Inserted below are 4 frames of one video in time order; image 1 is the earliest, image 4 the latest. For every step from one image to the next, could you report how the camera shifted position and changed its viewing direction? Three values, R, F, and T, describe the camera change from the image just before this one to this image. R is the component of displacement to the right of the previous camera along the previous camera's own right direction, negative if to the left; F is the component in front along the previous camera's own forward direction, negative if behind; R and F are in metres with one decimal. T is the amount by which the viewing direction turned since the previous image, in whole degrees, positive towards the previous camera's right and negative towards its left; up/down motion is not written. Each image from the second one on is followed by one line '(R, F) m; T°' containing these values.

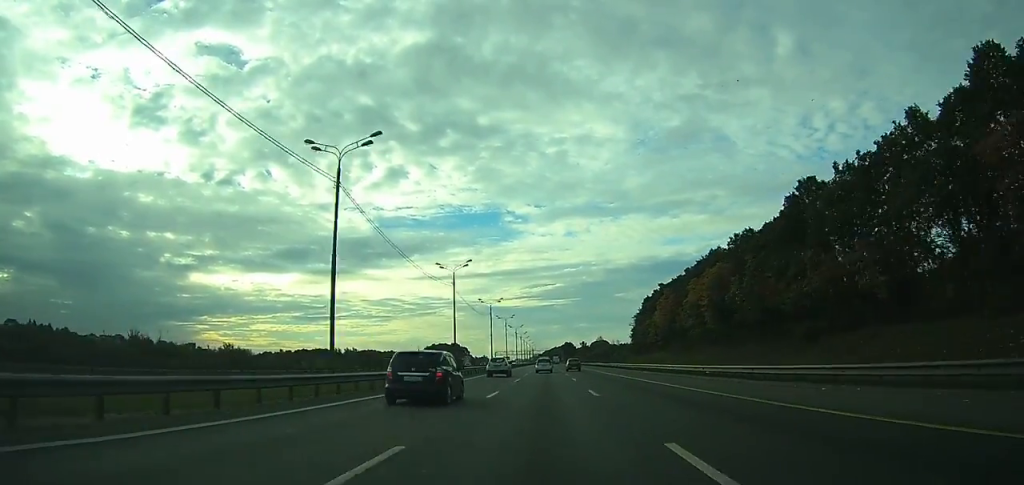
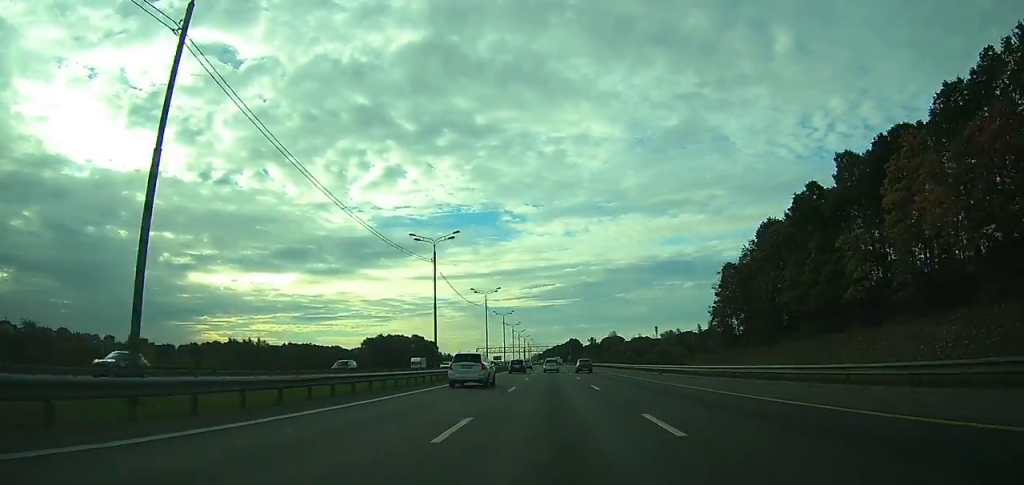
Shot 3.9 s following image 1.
(0.0, +104.0) m; 0°
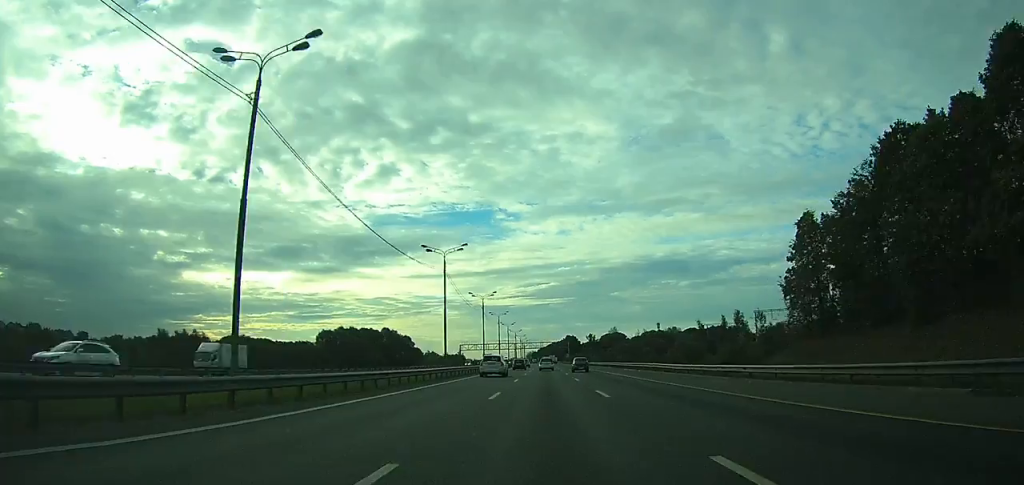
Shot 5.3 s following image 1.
(0.0, +39.6) m; 0°
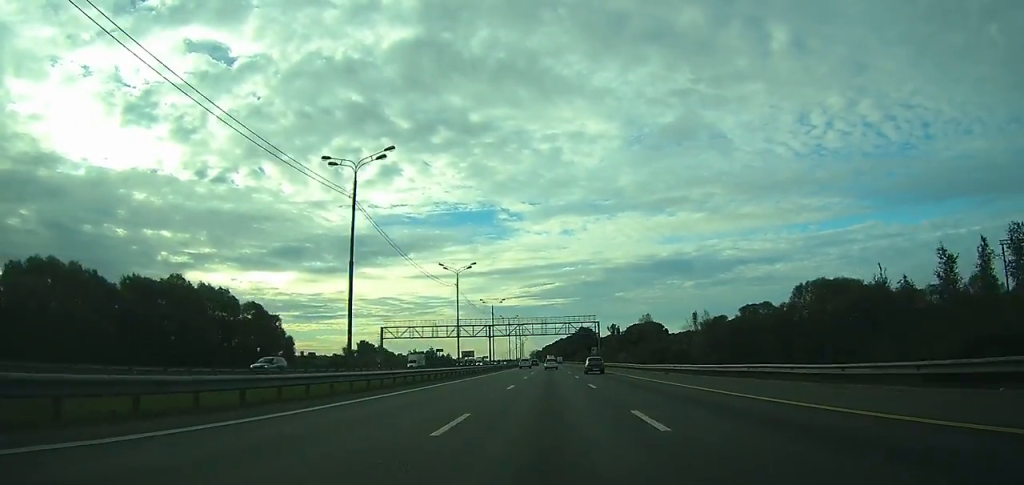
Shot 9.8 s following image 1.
(-0.1, +124.2) m; 0°
